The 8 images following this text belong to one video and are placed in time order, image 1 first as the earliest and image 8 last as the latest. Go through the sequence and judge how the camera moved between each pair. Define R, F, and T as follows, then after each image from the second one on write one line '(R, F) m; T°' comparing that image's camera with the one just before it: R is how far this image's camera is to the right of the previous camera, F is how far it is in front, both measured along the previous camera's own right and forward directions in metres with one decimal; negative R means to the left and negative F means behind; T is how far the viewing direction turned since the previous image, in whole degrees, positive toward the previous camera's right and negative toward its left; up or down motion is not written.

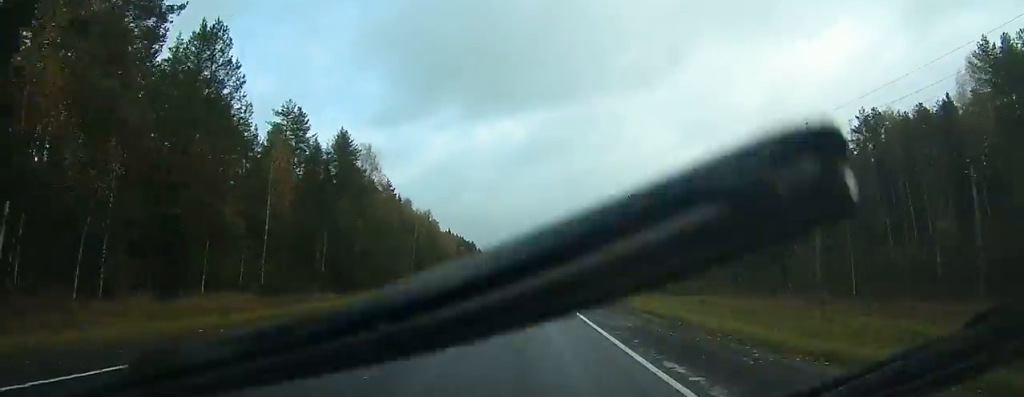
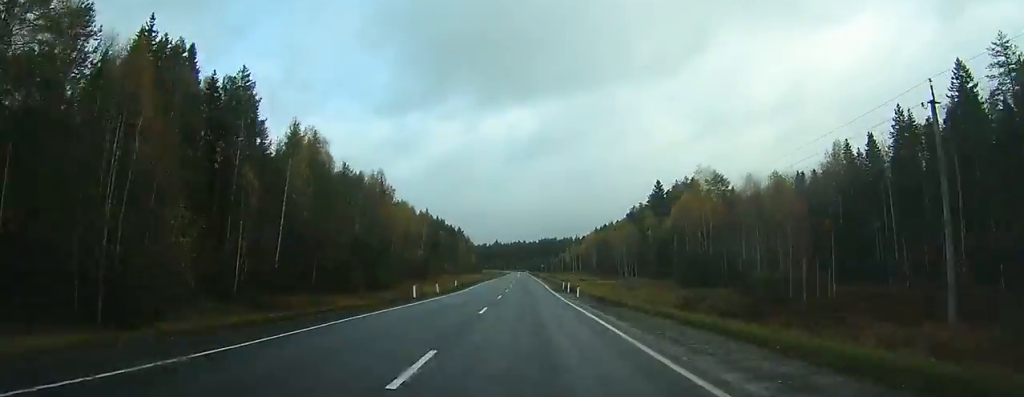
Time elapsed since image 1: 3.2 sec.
(+0.3, +76.7) m; 0°
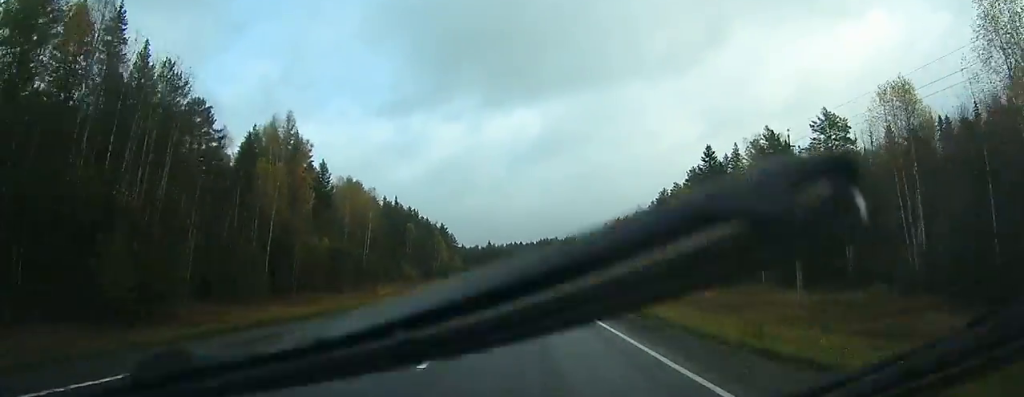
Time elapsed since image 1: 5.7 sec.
(+0.1, +59.1) m; 0°
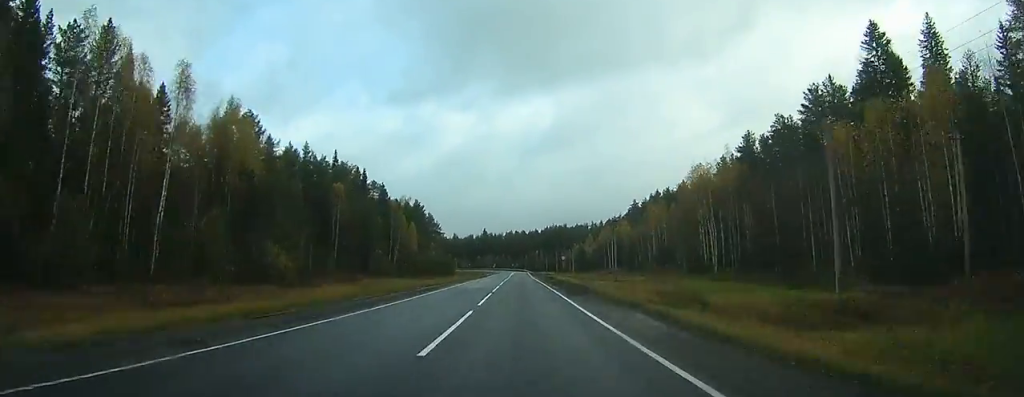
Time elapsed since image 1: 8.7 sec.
(-0.3, +71.5) m; -1°
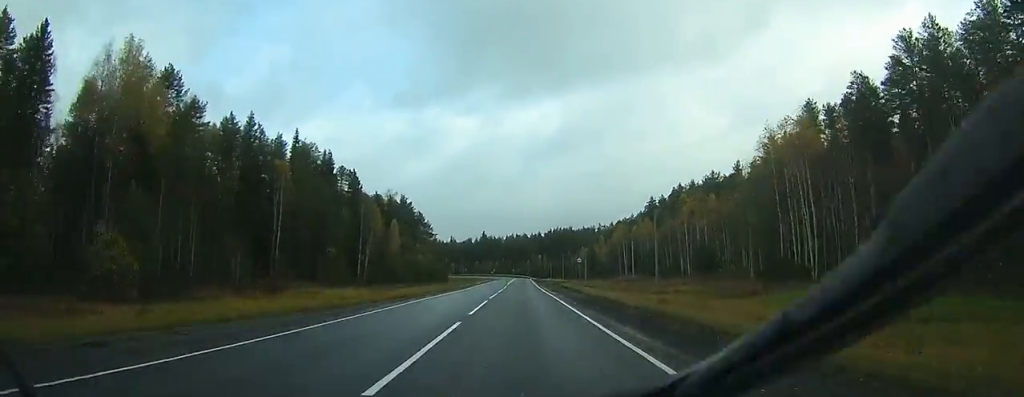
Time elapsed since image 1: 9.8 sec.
(-0.1, +26.8) m; 0°
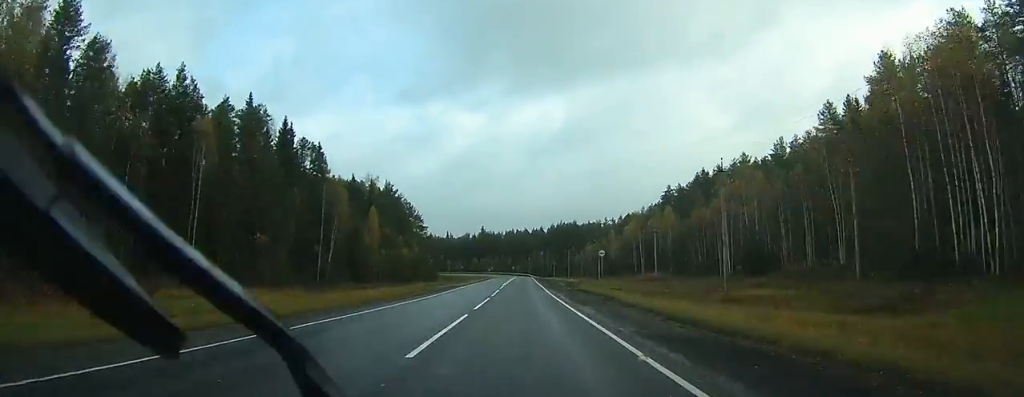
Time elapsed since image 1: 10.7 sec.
(0.0, +21.6) m; 0°
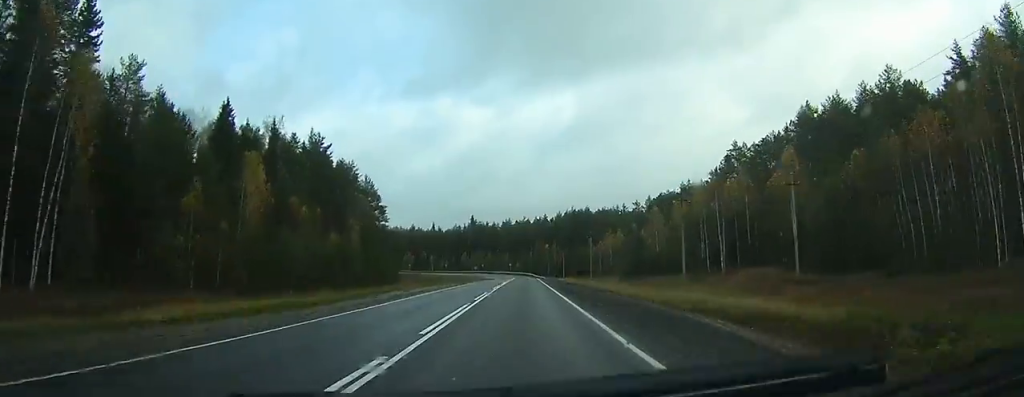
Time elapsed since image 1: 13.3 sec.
(+0.1, +57.4) m; 0°
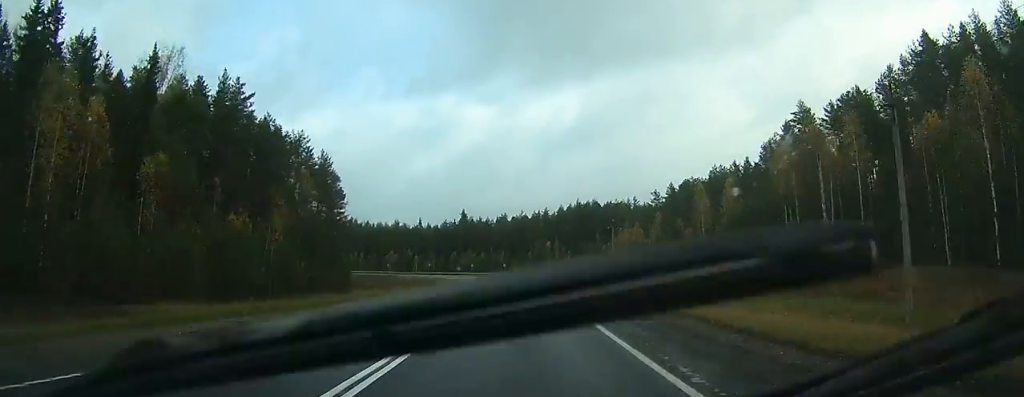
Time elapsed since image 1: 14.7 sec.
(0.0, +31.5) m; 0°
